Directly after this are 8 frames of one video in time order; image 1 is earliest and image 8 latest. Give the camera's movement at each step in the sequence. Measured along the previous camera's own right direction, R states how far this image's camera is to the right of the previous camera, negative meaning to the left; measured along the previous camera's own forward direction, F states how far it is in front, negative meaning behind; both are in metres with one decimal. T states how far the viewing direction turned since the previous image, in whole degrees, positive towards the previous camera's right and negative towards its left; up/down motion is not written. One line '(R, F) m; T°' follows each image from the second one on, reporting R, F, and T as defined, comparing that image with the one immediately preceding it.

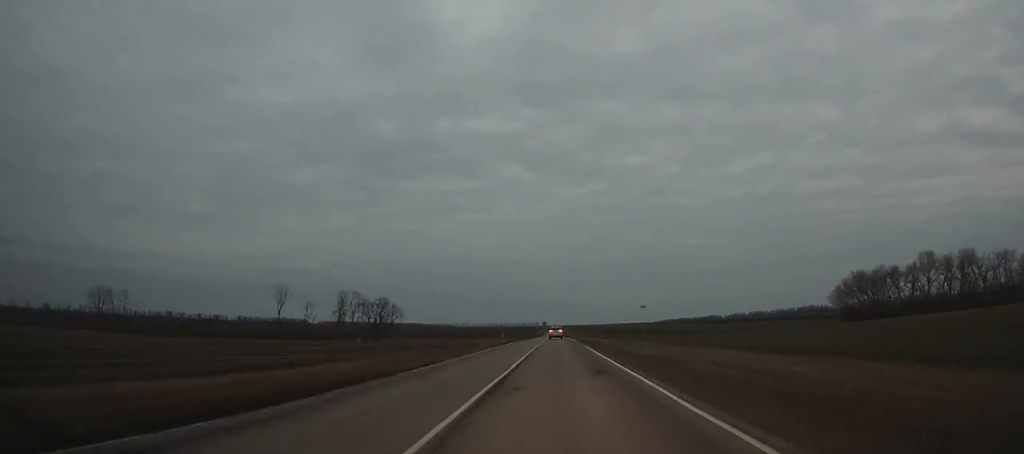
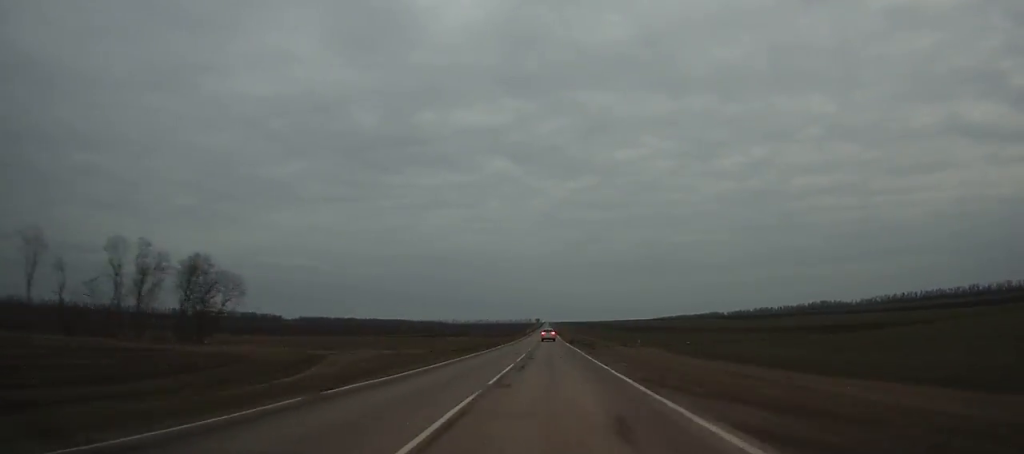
(+0.2, +90.5) m; 0°
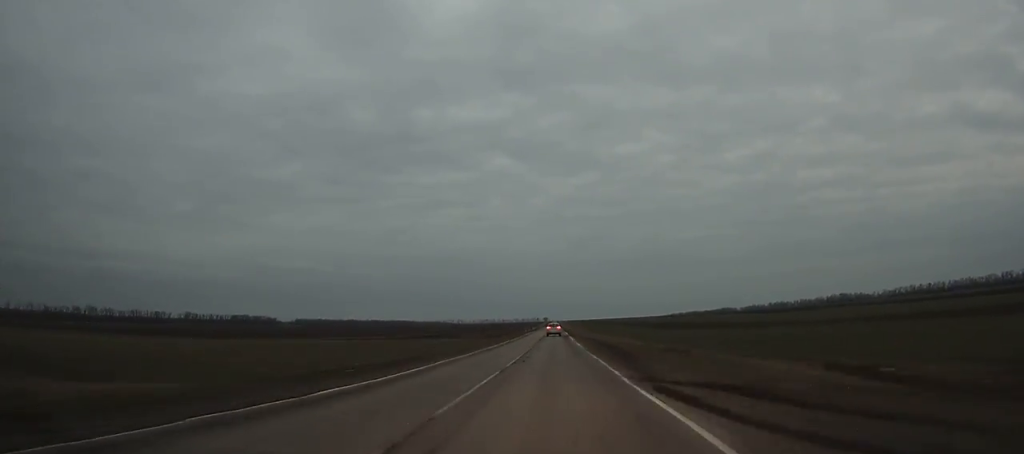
(+0.1, +53.3) m; 0°
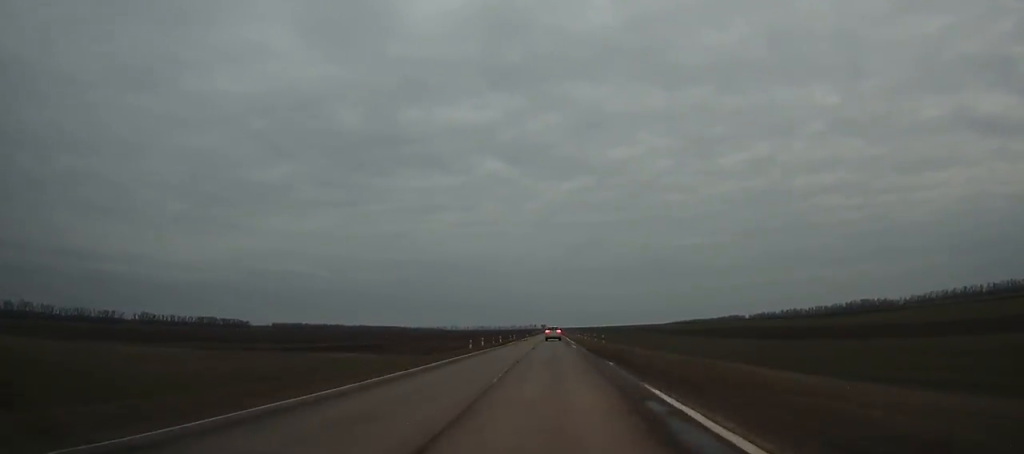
(-0.4, +90.1) m; 0°
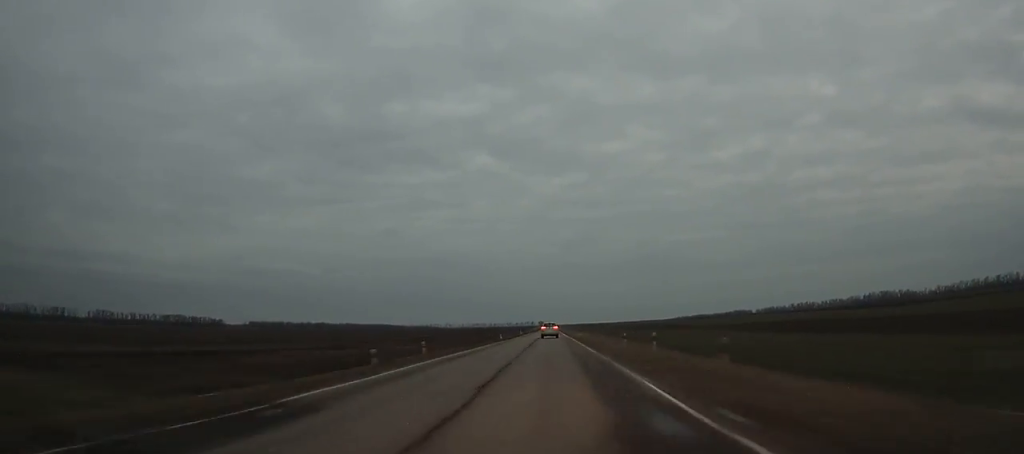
(+0.3, +76.4) m; 0°
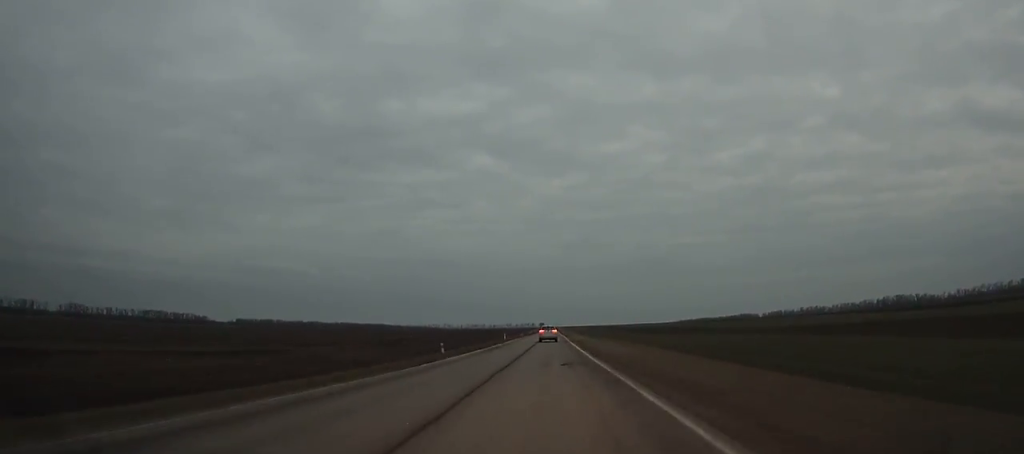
(0.0, +44.4) m; 0°
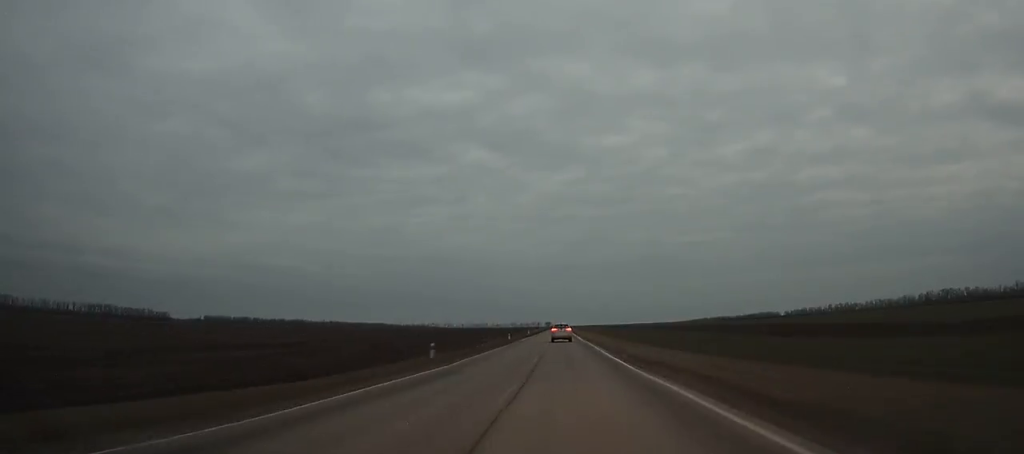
(-0.4, +109.0) m; 0°
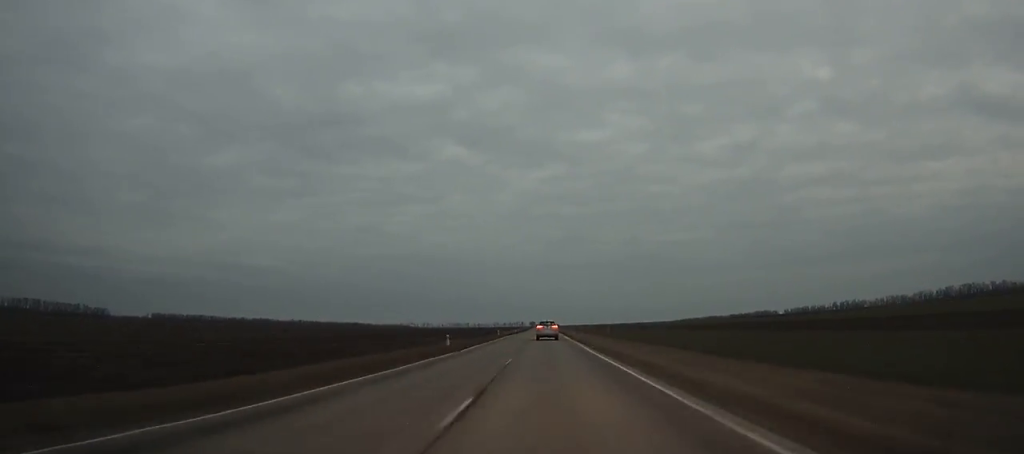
(+0.6, +87.0) m; 0°
